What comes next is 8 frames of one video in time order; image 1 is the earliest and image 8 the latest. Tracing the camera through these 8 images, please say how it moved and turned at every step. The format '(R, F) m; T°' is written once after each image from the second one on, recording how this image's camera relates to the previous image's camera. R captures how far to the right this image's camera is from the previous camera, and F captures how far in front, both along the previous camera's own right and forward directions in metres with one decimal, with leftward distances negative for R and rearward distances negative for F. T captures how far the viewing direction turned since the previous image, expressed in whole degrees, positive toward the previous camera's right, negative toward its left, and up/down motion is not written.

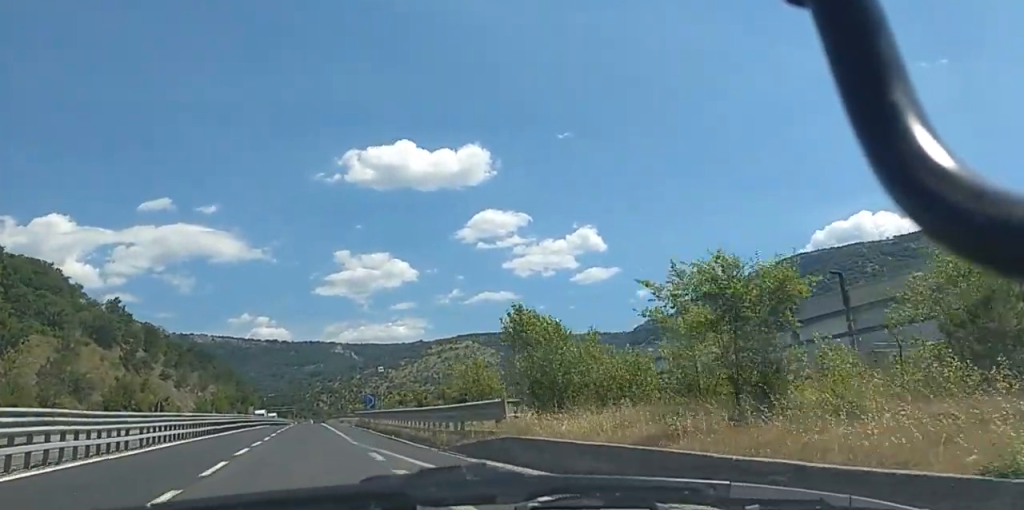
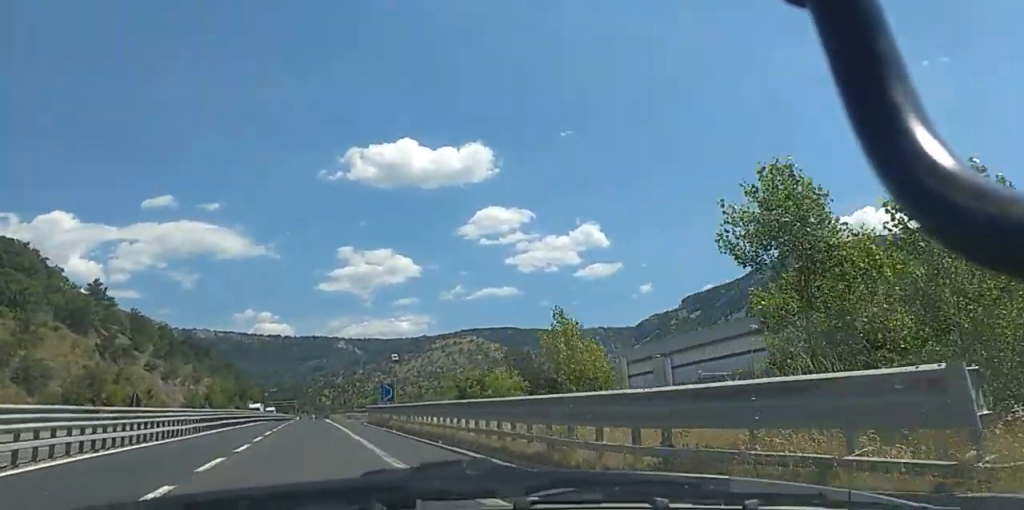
(0.0, +16.0) m; 0°
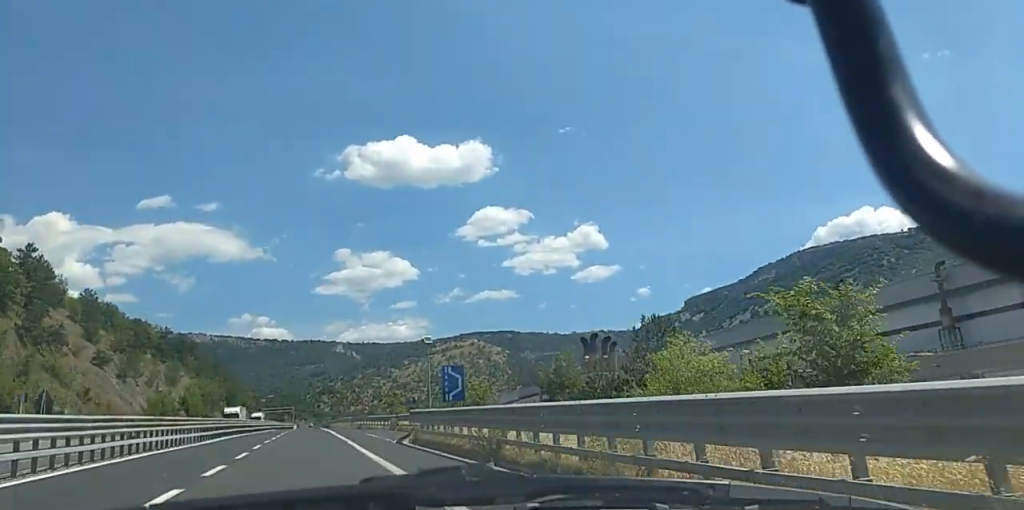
(+0.2, +29.5) m; 0°
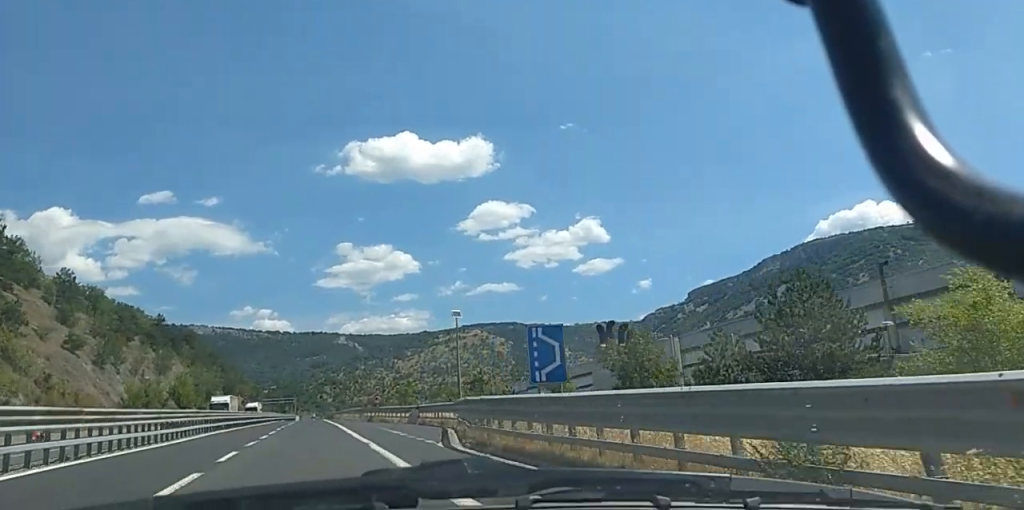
(-0.1, +12.6) m; 0°
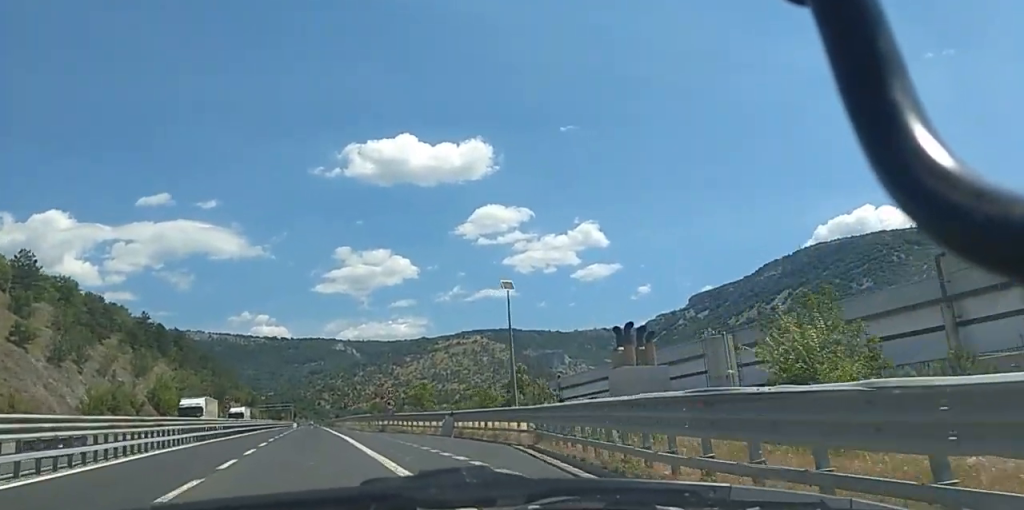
(-0.2, +15.5) m; 0°
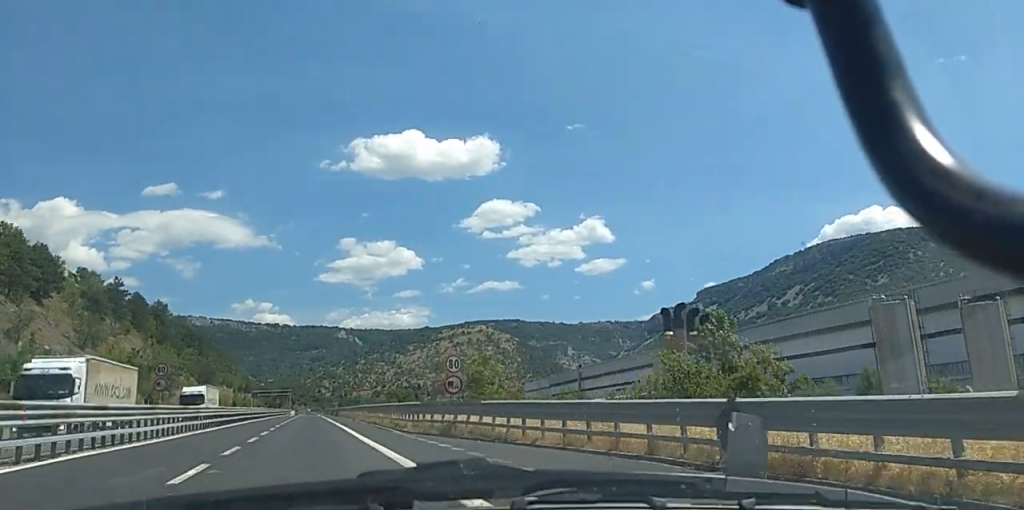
(-0.2, +33.0) m; -1°
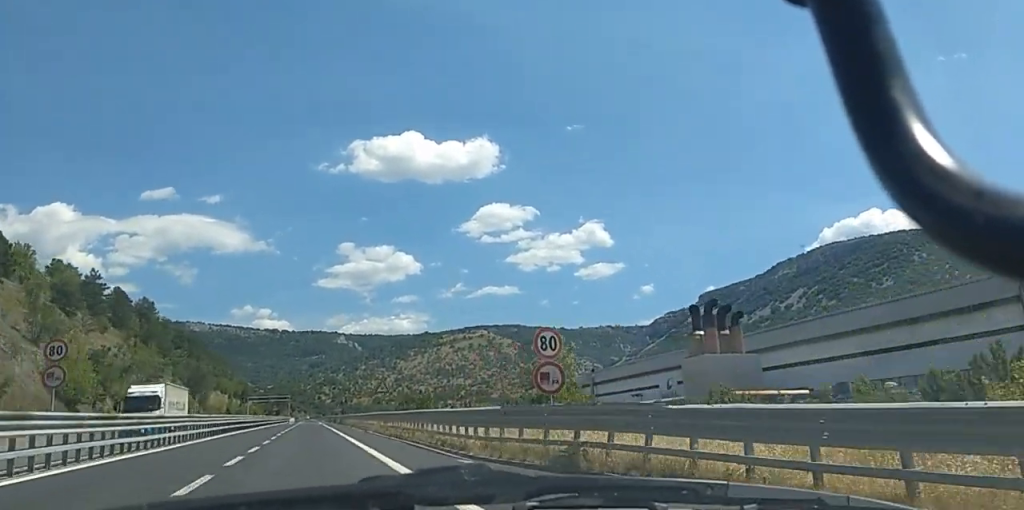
(-0.1, +12.5) m; 0°
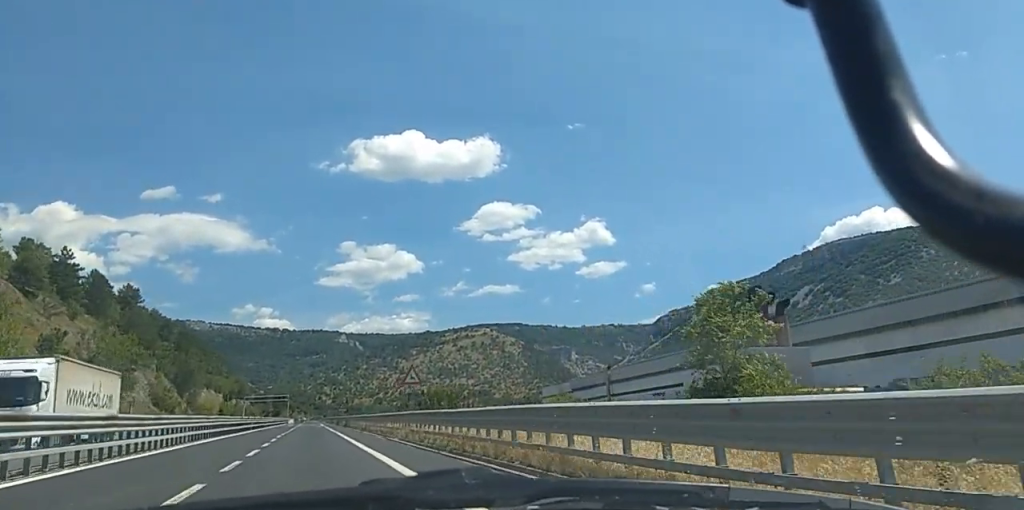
(+0.5, +16.2) m; +1°
